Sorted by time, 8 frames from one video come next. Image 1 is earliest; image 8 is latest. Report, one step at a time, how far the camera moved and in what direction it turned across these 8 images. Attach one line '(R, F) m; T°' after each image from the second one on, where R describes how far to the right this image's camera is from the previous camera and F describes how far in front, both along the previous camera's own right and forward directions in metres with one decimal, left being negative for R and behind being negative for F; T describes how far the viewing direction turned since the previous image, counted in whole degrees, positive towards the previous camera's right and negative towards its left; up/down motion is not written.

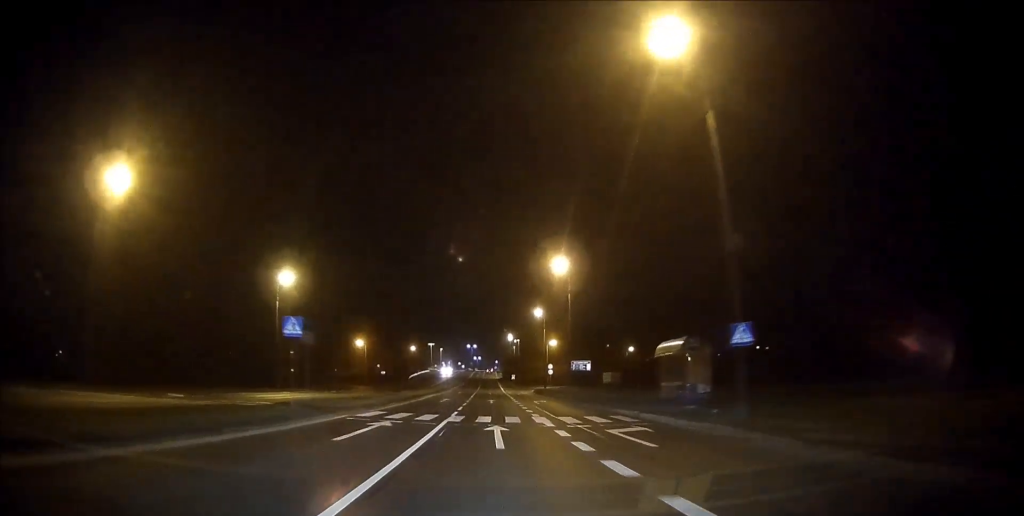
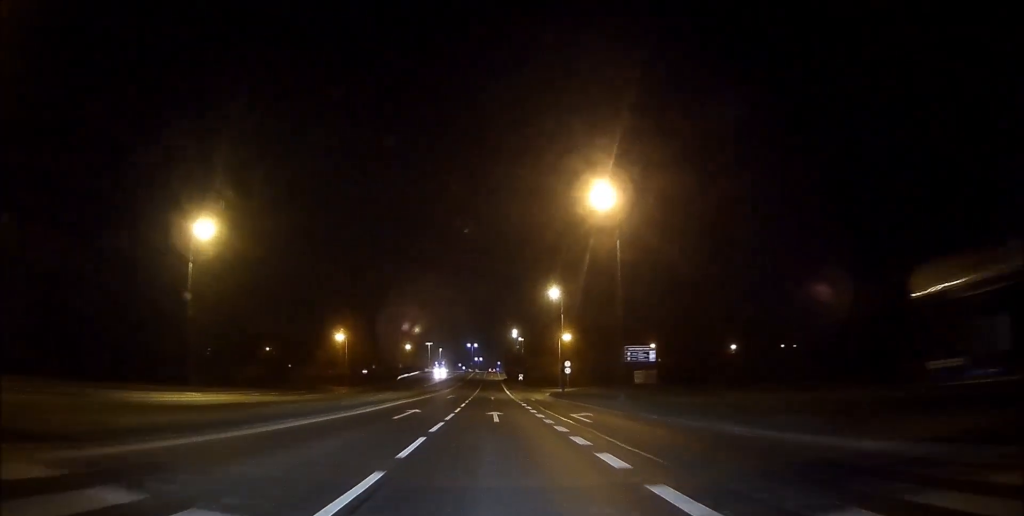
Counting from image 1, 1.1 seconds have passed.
(0.0, +21.7) m; 0°
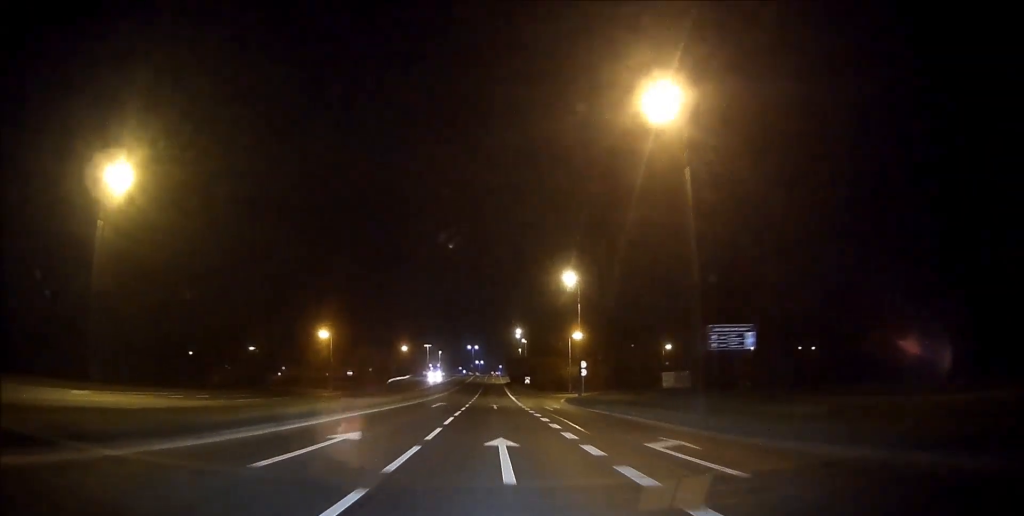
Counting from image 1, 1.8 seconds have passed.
(0.0, +13.3) m; 0°
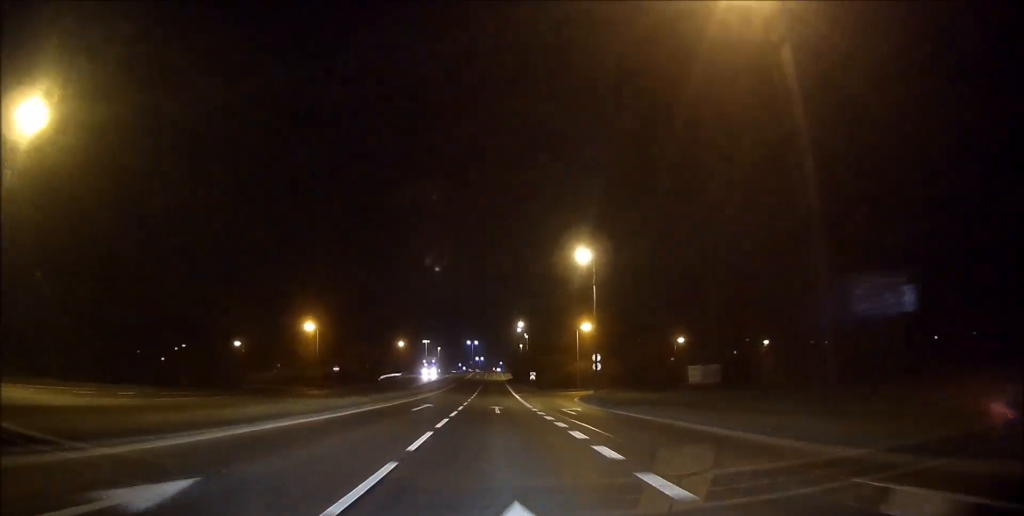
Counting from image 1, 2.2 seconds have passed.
(0.0, +9.3) m; 0°
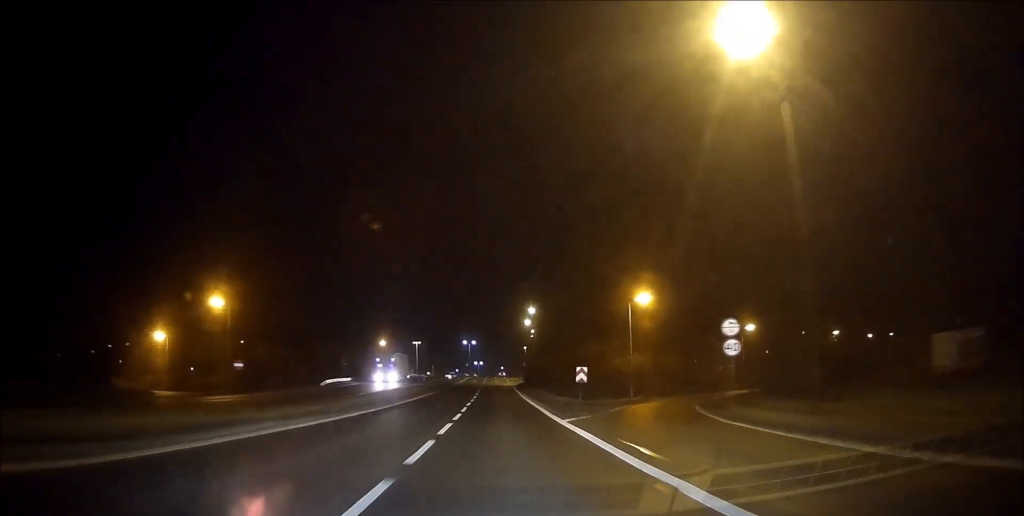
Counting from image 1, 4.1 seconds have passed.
(-0.1, +36.7) m; 0°
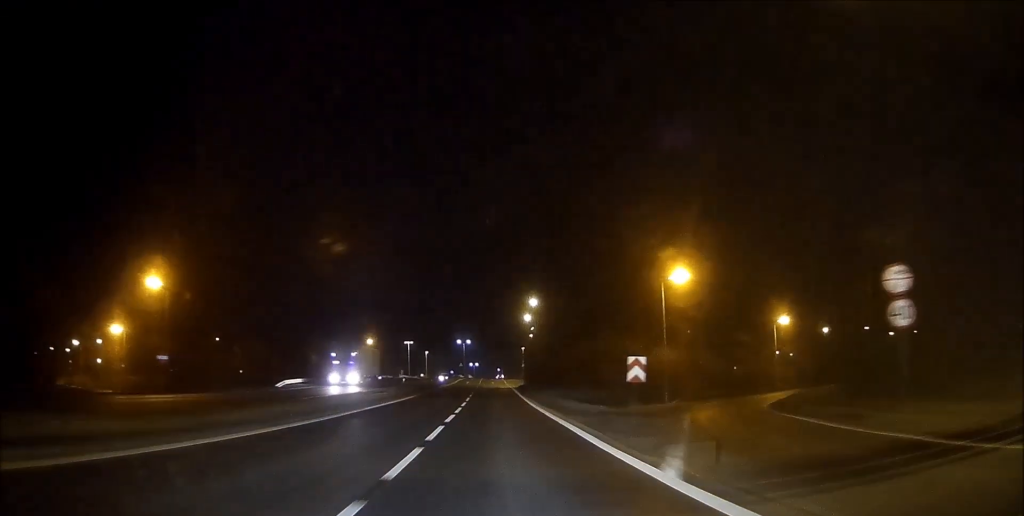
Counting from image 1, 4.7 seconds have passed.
(0.0, +13.3) m; 0°
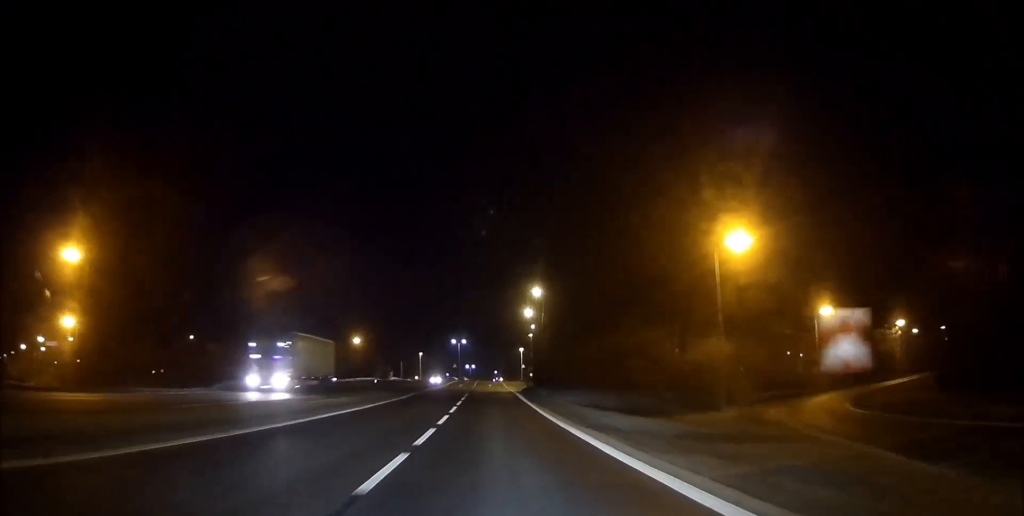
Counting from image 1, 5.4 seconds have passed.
(+0.1, +12.6) m; 0°
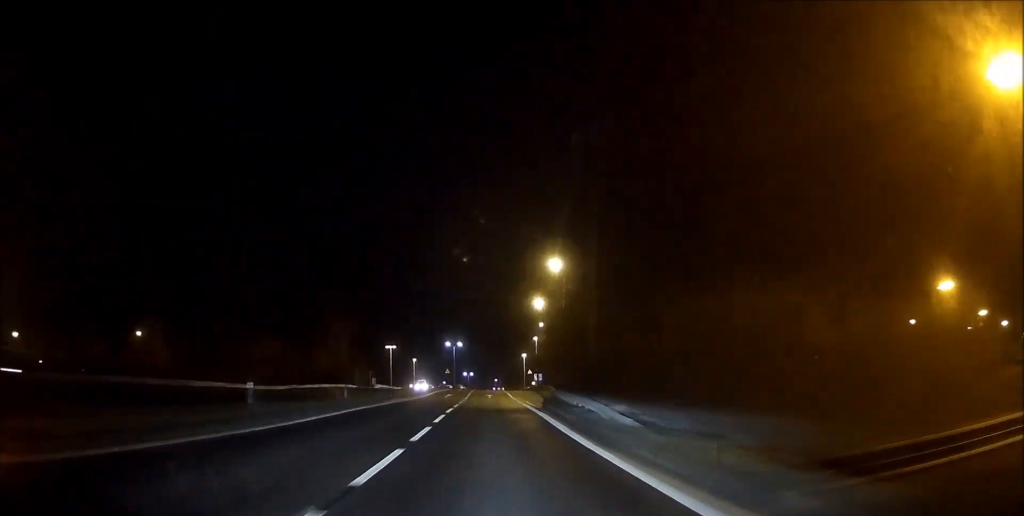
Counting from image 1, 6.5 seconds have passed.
(+0.1, +23.1) m; +1°
